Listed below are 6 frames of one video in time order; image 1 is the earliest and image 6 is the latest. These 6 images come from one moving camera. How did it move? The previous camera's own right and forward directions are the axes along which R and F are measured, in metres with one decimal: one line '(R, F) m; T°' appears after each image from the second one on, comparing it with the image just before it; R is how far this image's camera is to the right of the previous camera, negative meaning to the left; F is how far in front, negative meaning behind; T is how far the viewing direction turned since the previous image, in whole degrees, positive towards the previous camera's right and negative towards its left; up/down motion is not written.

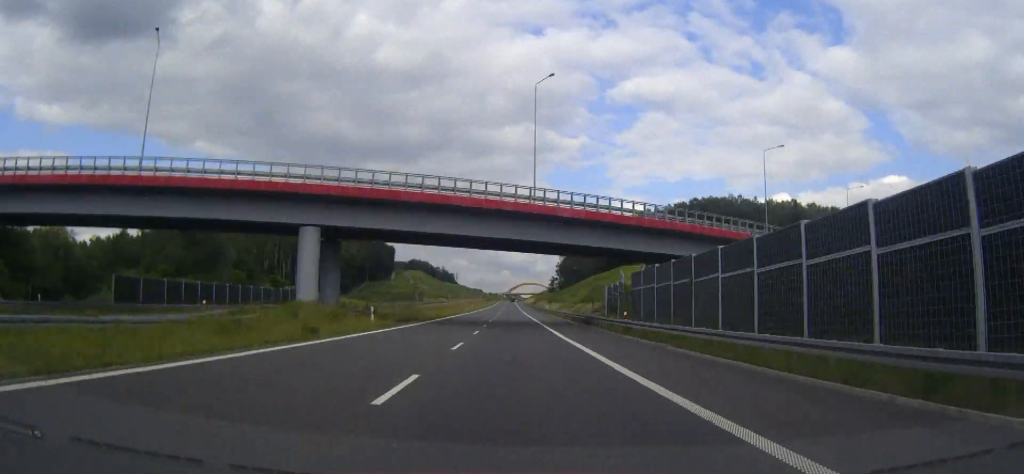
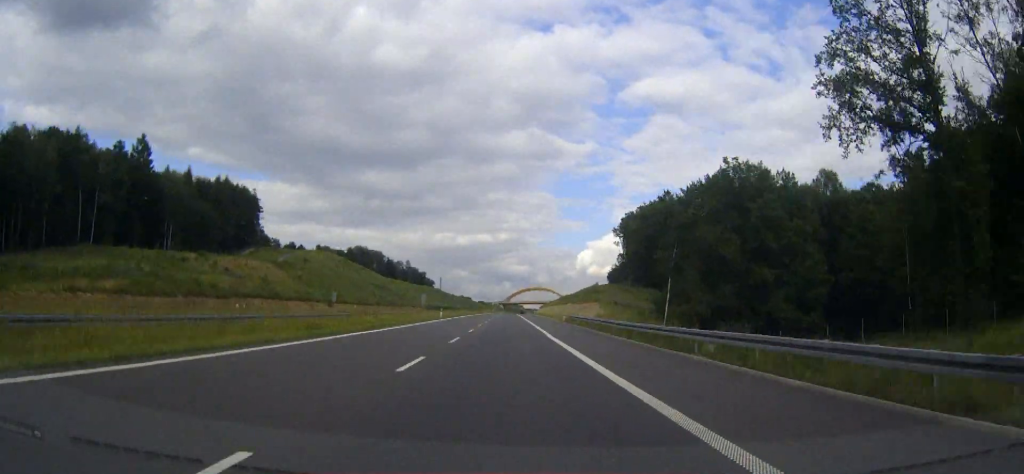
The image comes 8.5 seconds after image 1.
(+0.2, +256.1) m; 0°
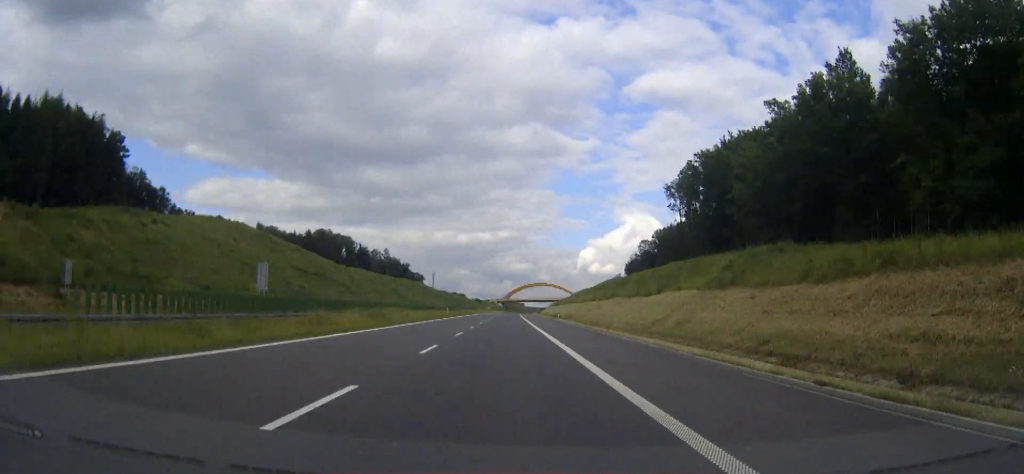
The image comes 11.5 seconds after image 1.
(0.0, +90.0) m; 0°
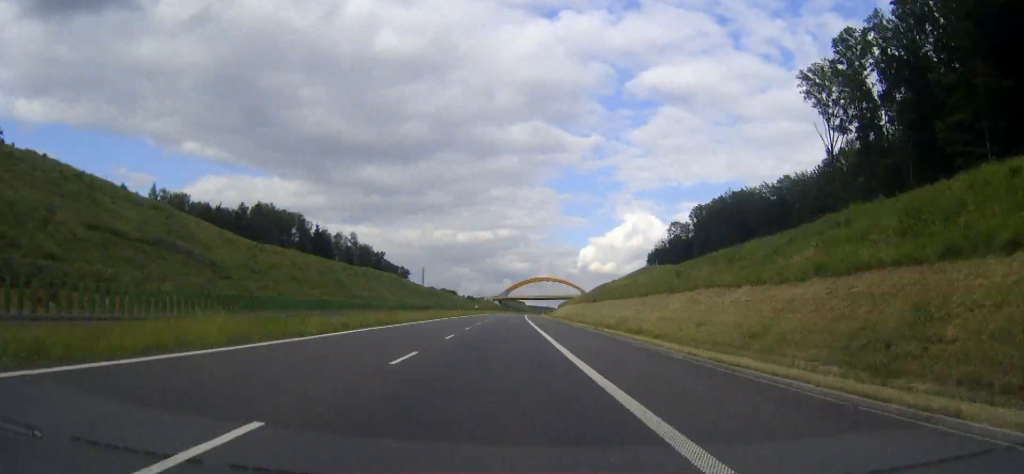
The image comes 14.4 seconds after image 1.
(+0.1, +86.9) m; 0°
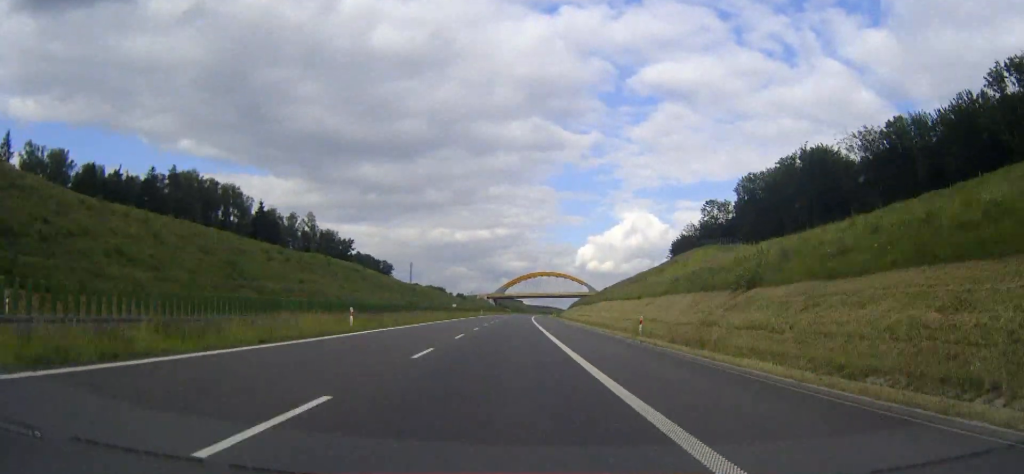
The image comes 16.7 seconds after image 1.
(+0.1, +68.7) m; 0°
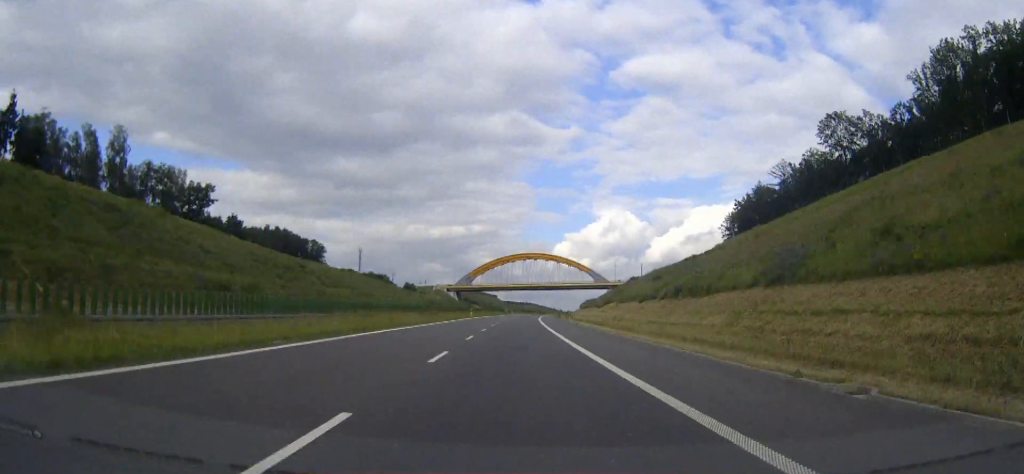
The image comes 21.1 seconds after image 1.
(+1.6, +131.5) m; +2°
